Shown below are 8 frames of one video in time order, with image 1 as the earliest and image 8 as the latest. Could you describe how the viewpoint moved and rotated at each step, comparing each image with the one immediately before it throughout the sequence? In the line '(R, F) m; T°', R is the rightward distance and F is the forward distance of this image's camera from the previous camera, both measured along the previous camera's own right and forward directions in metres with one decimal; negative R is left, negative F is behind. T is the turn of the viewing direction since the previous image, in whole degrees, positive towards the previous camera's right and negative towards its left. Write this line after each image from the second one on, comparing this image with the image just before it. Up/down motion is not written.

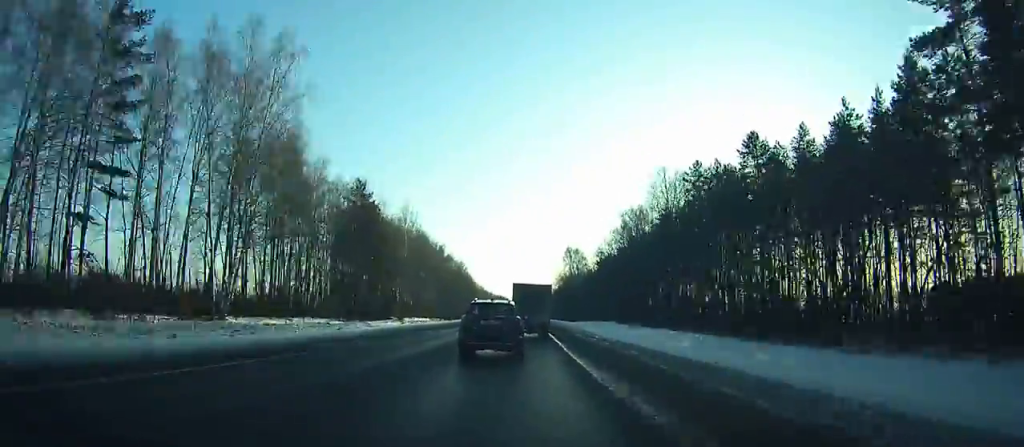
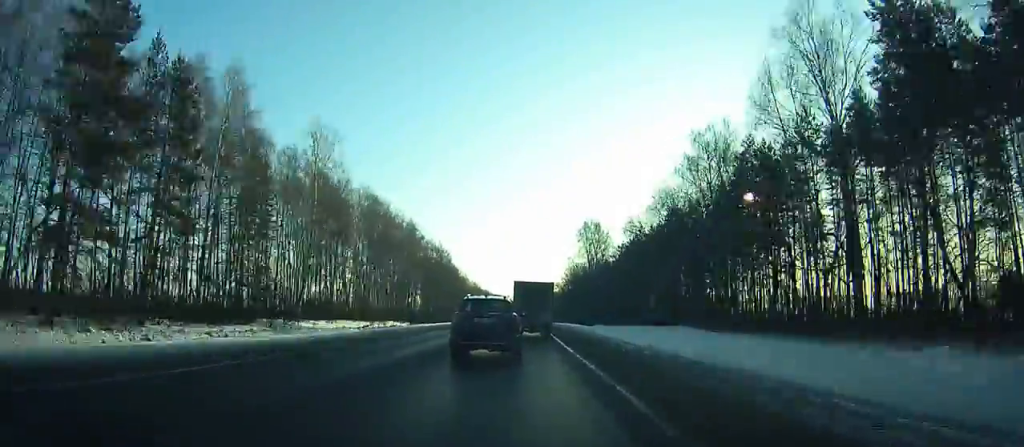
(0.0, +47.5) m; 0°
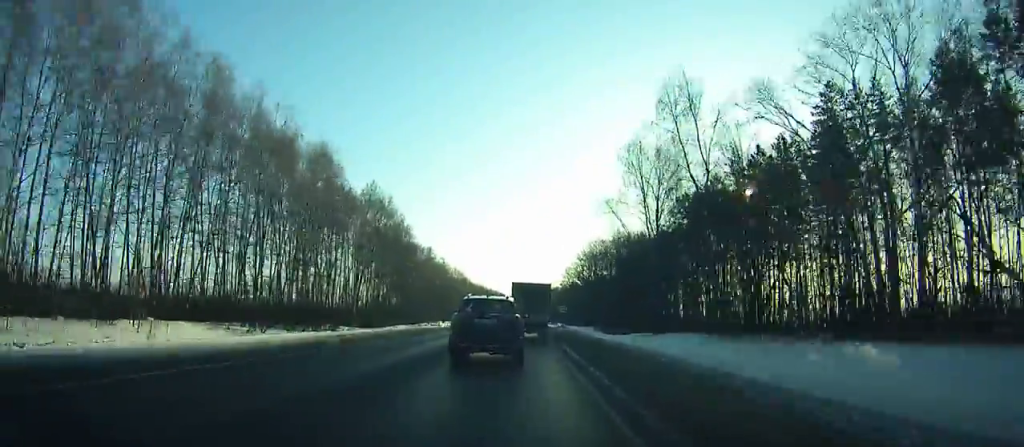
(+0.1, +65.1) m; 0°
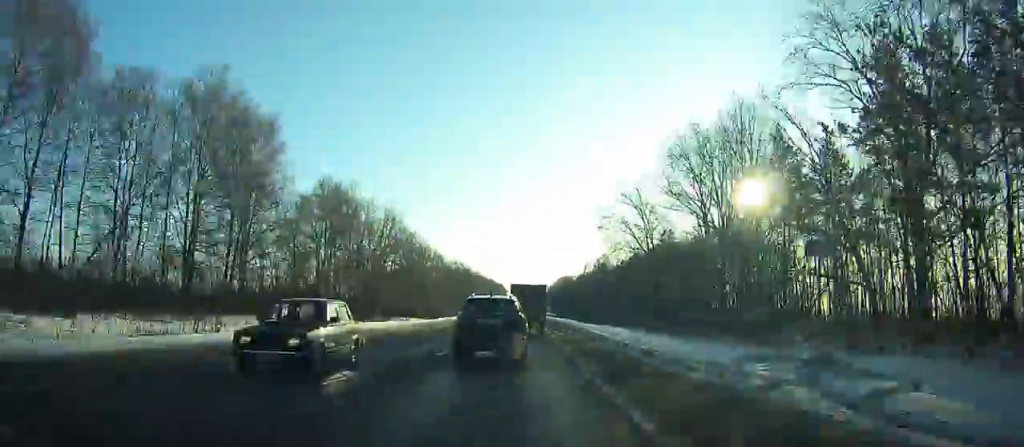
(+0.4, +118.8) m; 0°
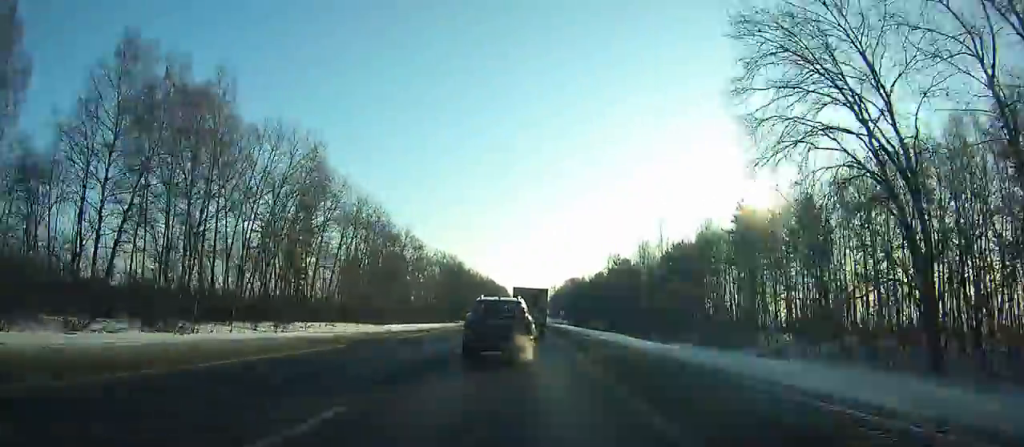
(-0.3, +47.9) m; 0°
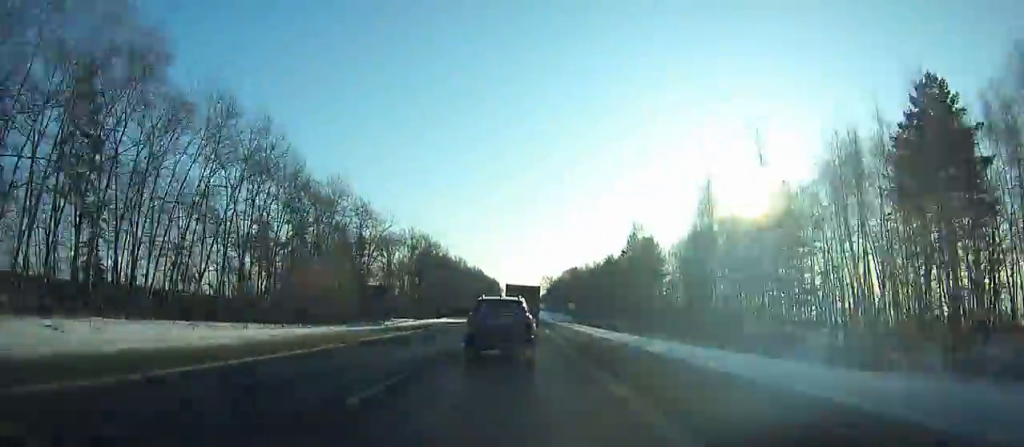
(0.0, +43.9) m; 0°
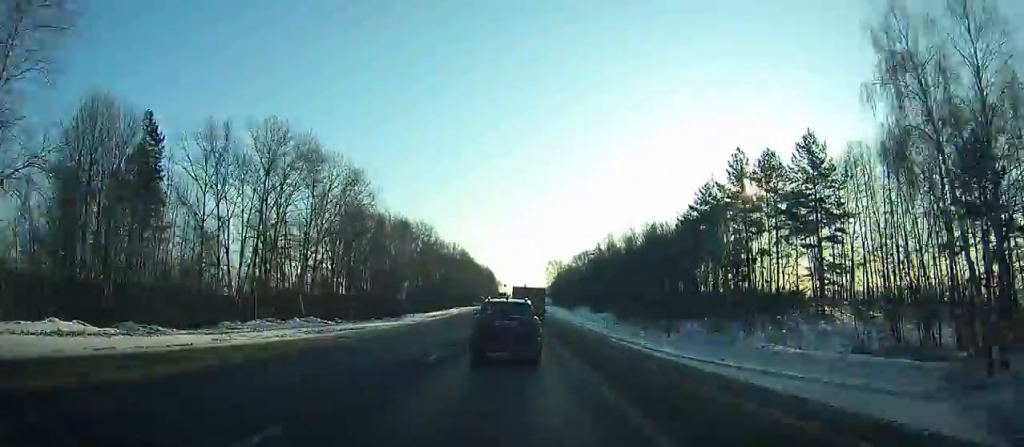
(+0.4, +87.7) m; 0°
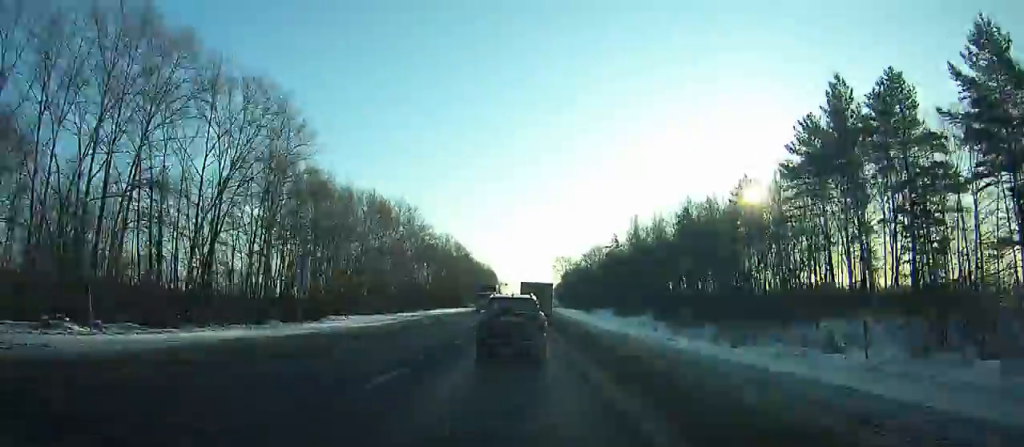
(-0.1, +29.7) m; 0°
